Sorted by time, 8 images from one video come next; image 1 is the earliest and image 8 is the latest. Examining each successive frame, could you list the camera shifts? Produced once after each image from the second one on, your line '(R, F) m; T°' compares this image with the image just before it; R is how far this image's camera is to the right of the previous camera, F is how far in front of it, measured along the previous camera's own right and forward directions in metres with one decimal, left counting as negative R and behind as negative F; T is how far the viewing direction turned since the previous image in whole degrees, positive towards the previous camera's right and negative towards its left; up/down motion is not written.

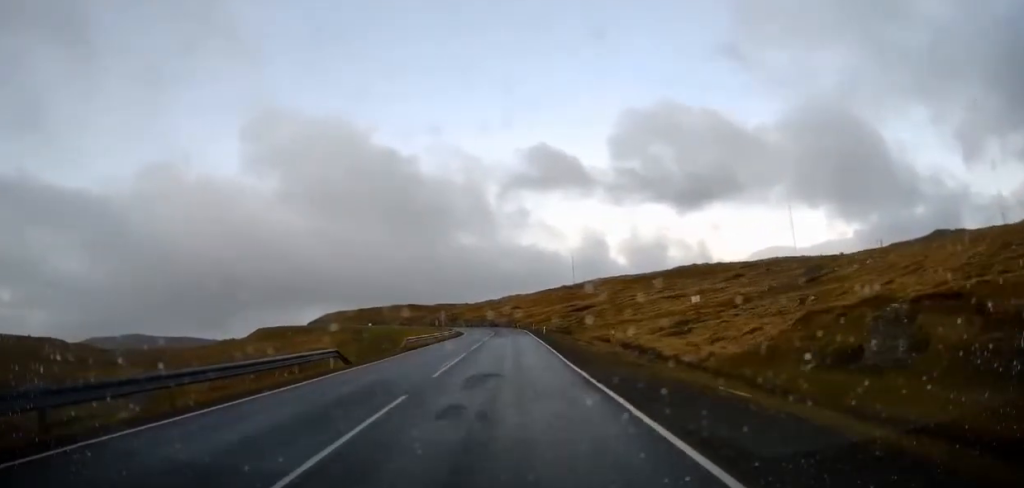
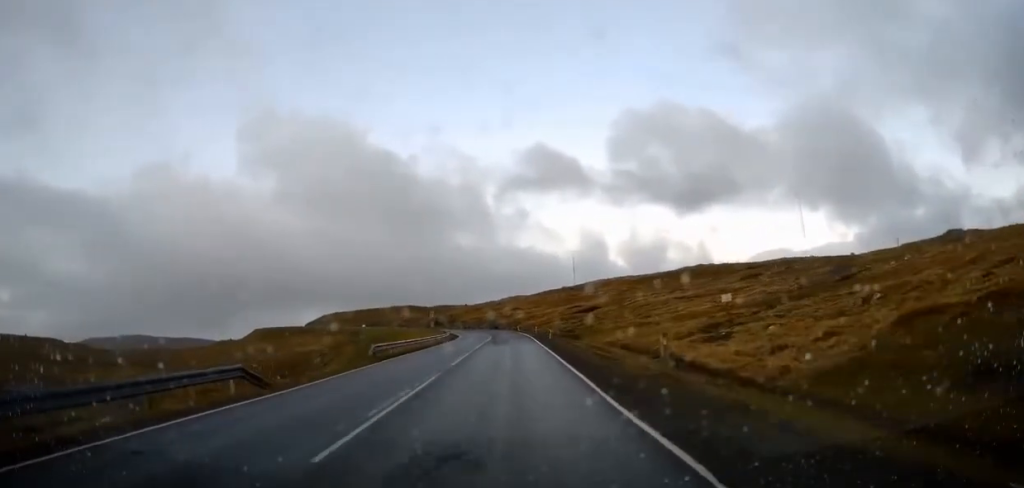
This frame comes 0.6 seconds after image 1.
(+0.2, +8.5) m; +1°
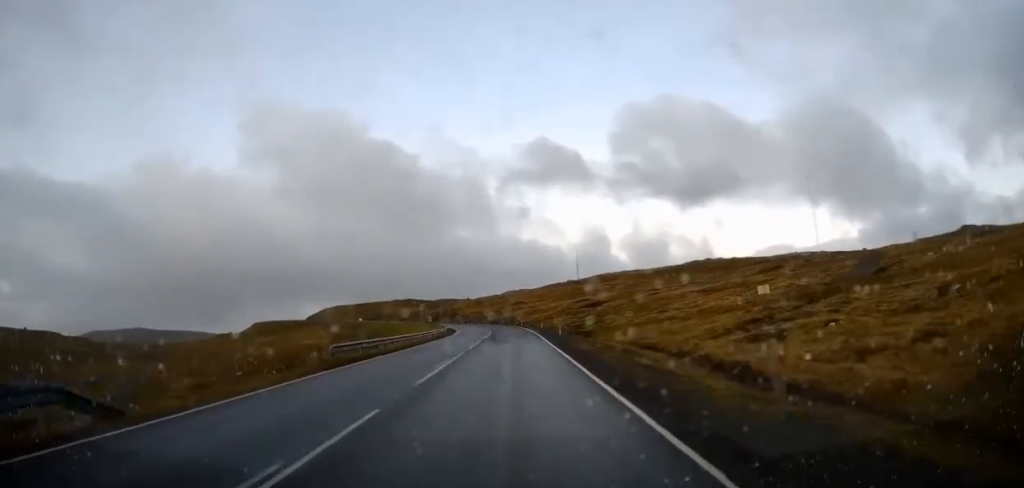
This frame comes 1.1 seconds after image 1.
(+0.2, +7.2) m; 0°
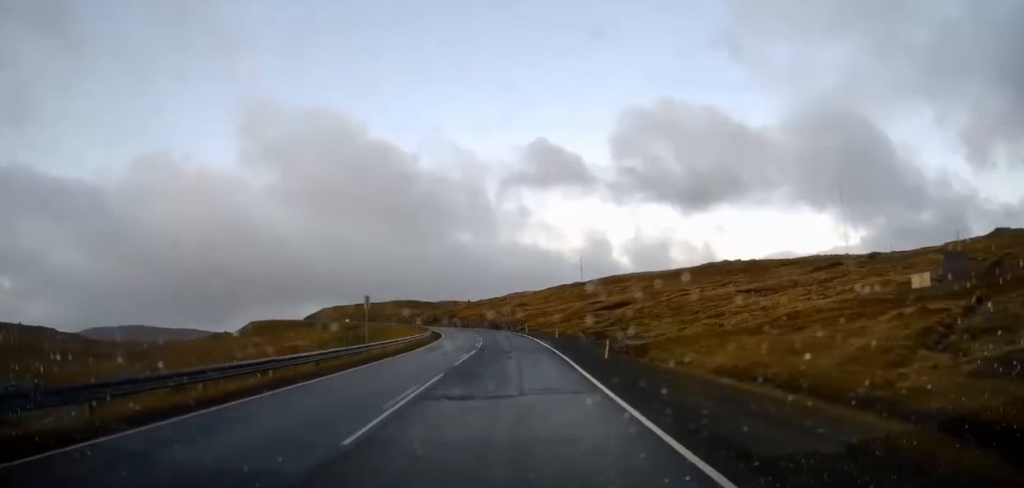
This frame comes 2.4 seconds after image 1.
(-0.3, +18.1) m; 0°
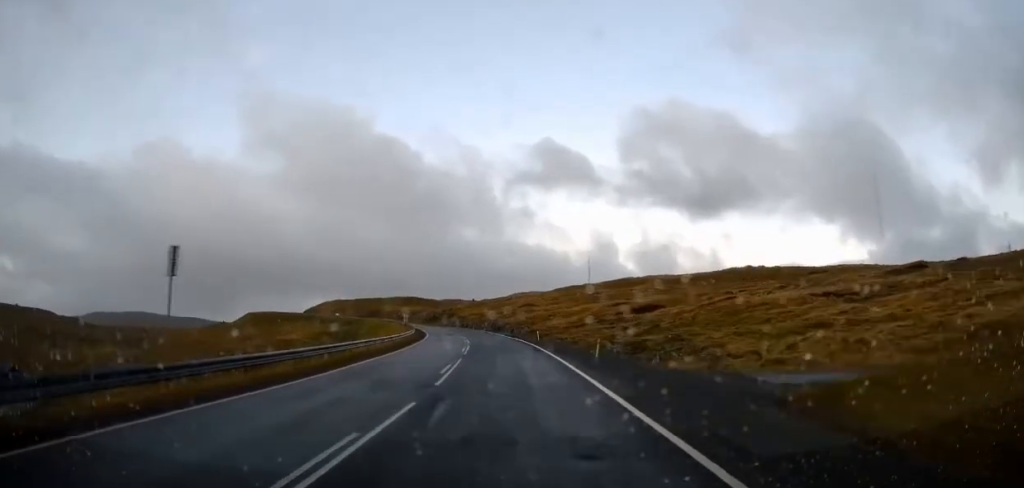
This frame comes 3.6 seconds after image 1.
(+0.3, +17.5) m; 0°
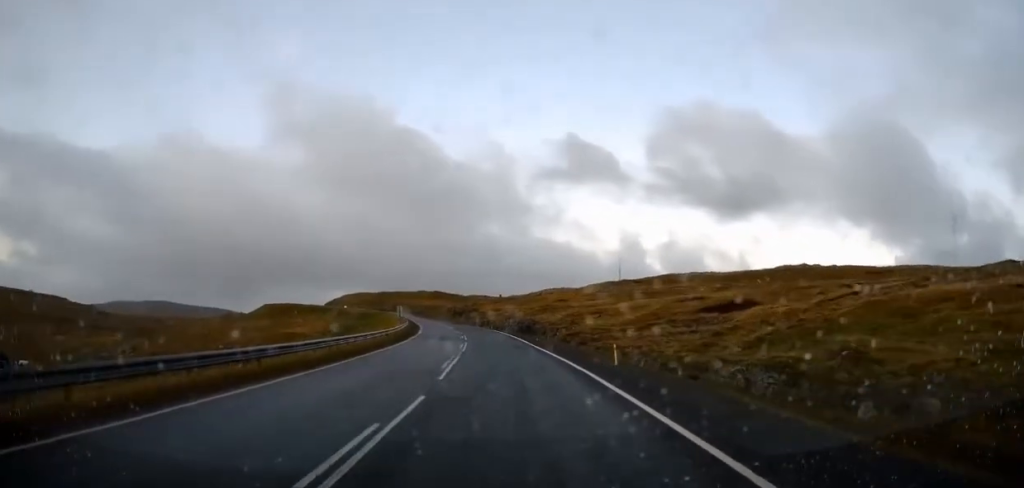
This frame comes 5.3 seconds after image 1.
(+0.2, +23.5) m; 0°
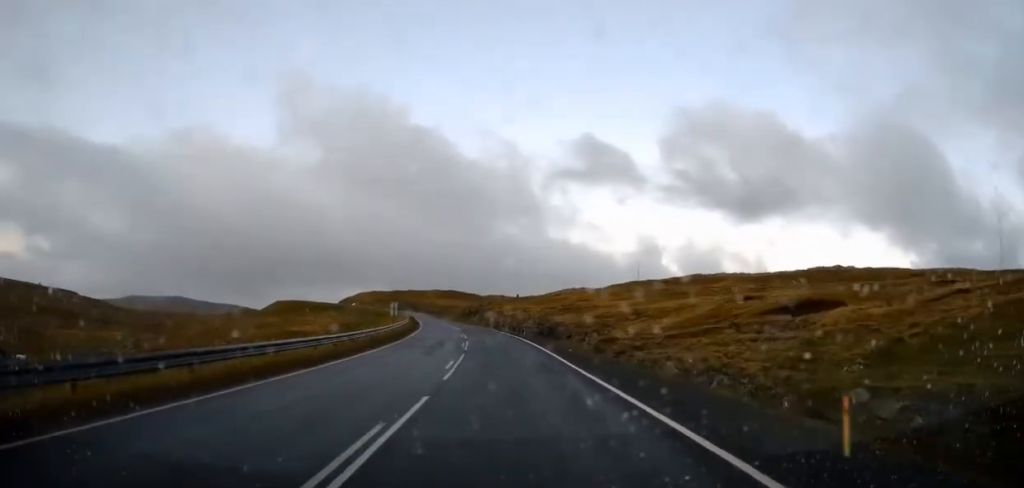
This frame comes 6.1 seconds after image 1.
(-0.4, +12.1) m; -4°
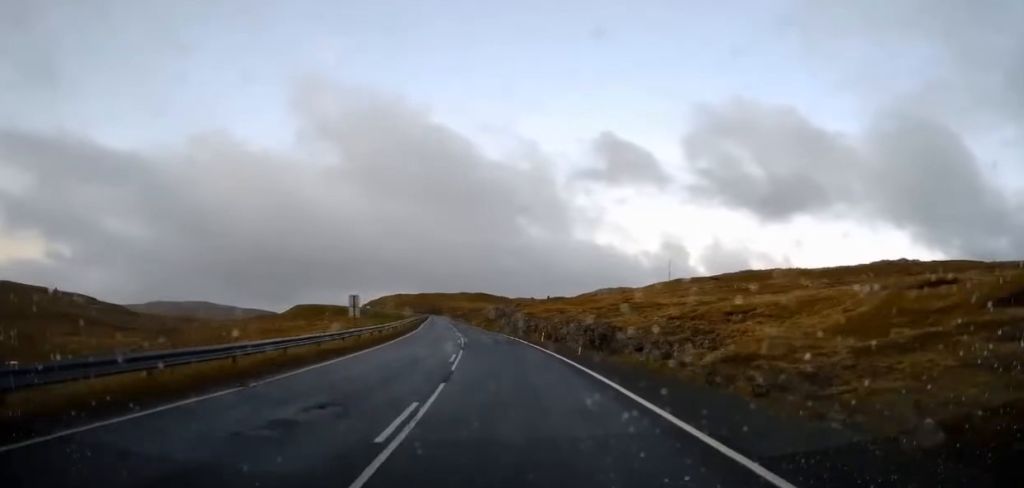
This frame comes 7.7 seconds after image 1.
(-0.5, +21.8) m; -1°
